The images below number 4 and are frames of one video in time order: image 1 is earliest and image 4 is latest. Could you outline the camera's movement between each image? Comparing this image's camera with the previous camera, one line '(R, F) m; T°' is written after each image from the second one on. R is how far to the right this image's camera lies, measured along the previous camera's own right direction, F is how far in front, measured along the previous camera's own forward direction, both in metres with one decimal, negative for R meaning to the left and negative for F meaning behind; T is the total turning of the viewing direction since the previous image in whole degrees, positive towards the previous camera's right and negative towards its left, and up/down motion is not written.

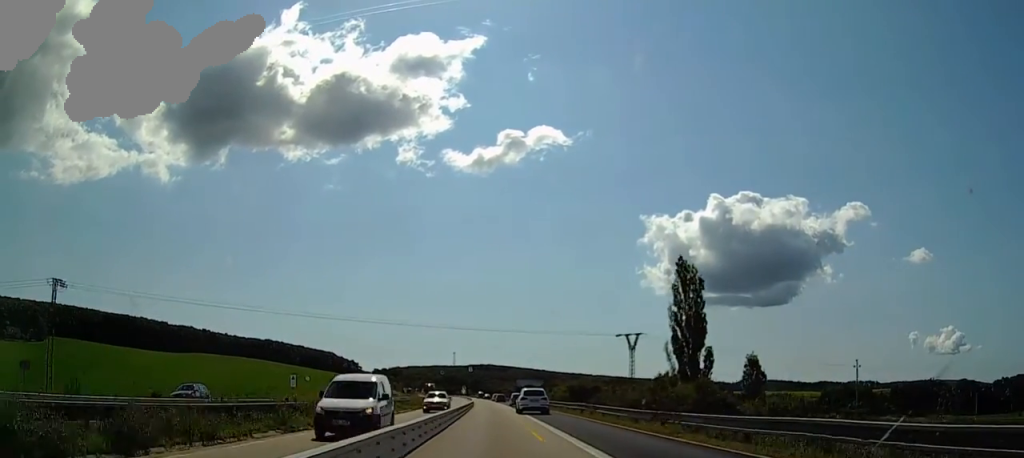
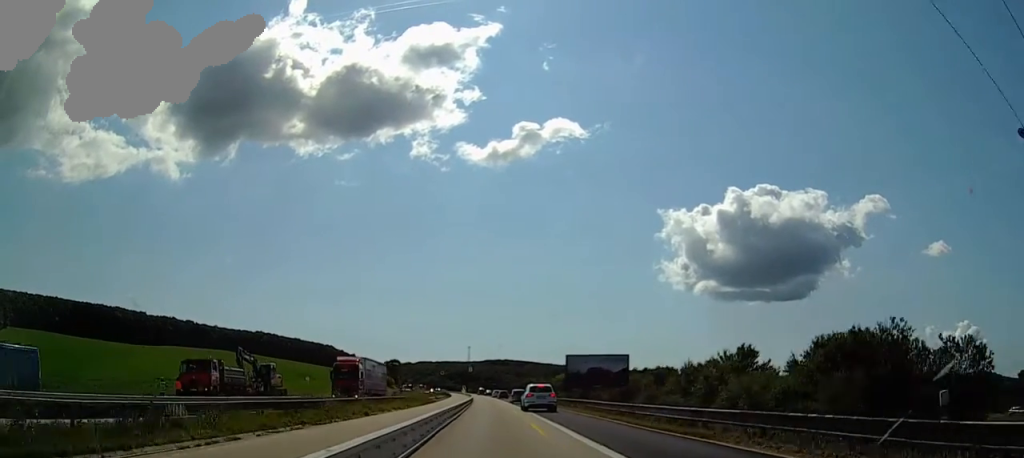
(-0.3, +67.4) m; -1°
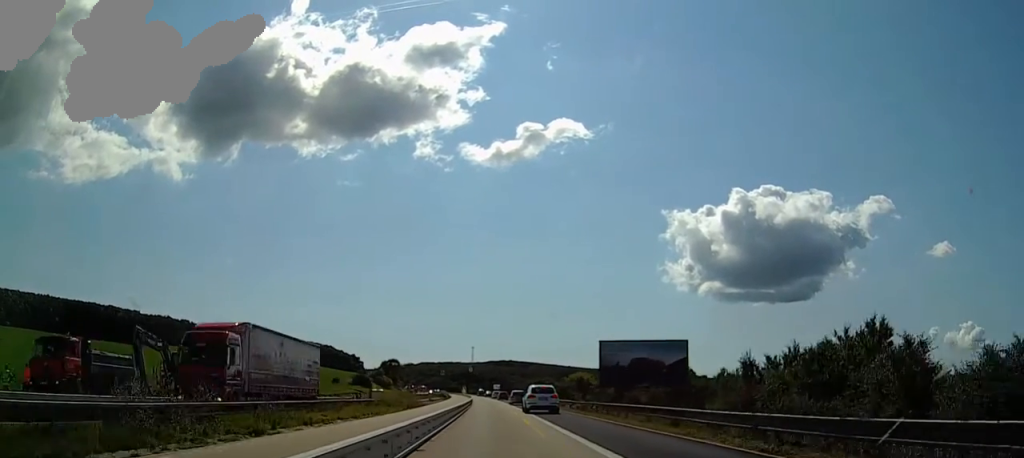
(0.0, +16.9) m; 0°
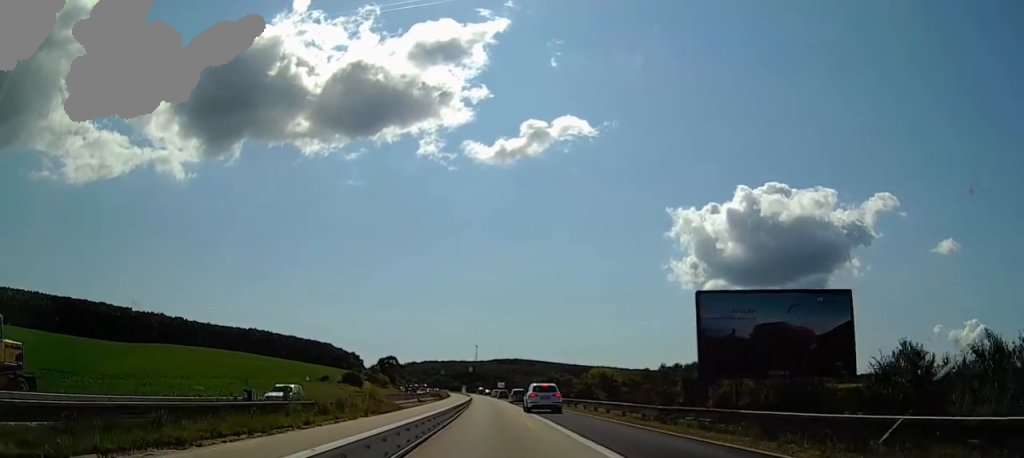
(0.0, +20.1) m; -1°
